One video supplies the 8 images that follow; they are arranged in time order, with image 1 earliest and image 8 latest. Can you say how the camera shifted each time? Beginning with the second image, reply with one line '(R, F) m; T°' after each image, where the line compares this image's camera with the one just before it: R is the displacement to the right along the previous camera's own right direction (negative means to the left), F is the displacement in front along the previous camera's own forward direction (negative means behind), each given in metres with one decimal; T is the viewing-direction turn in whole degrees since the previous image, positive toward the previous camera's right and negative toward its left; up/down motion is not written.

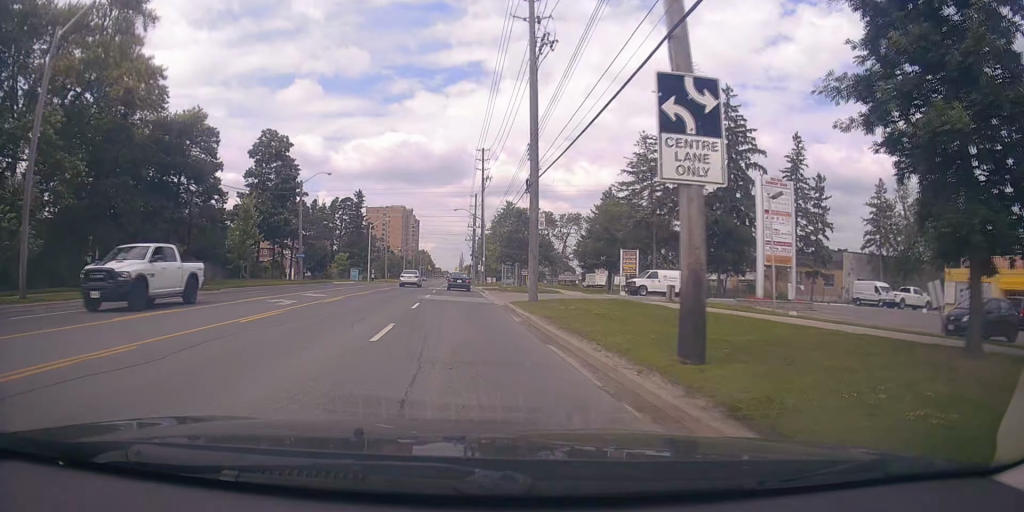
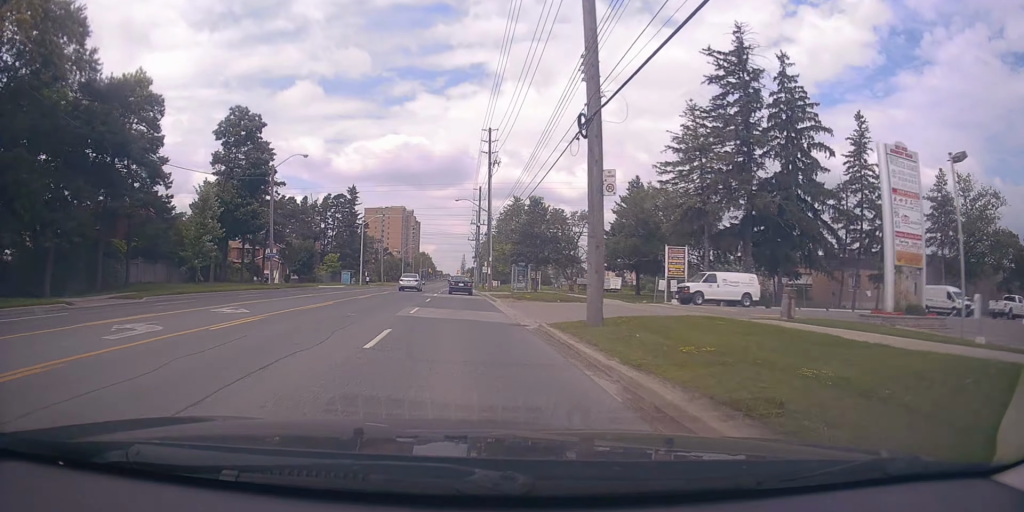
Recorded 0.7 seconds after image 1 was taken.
(0.0, +9.9) m; 0°
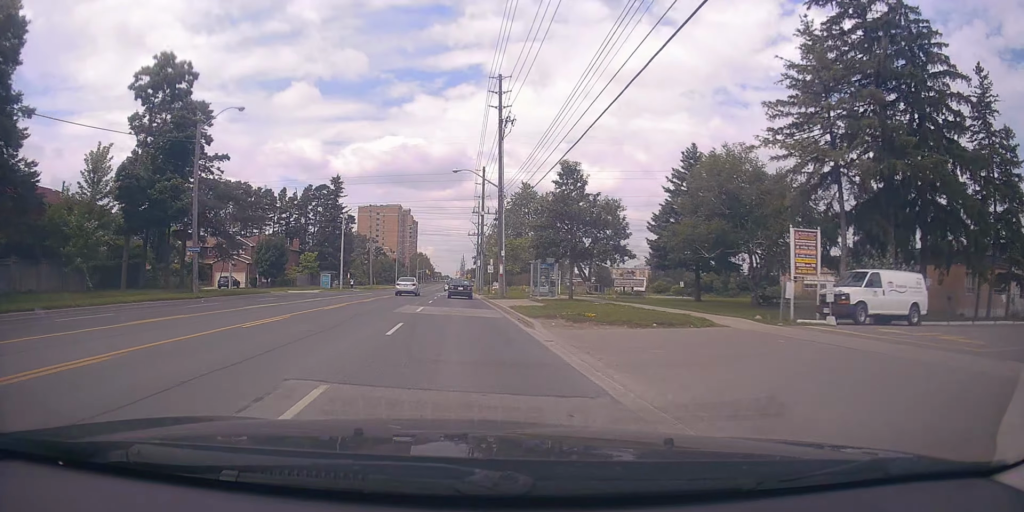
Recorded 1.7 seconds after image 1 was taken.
(0.0, +14.9) m; +1°
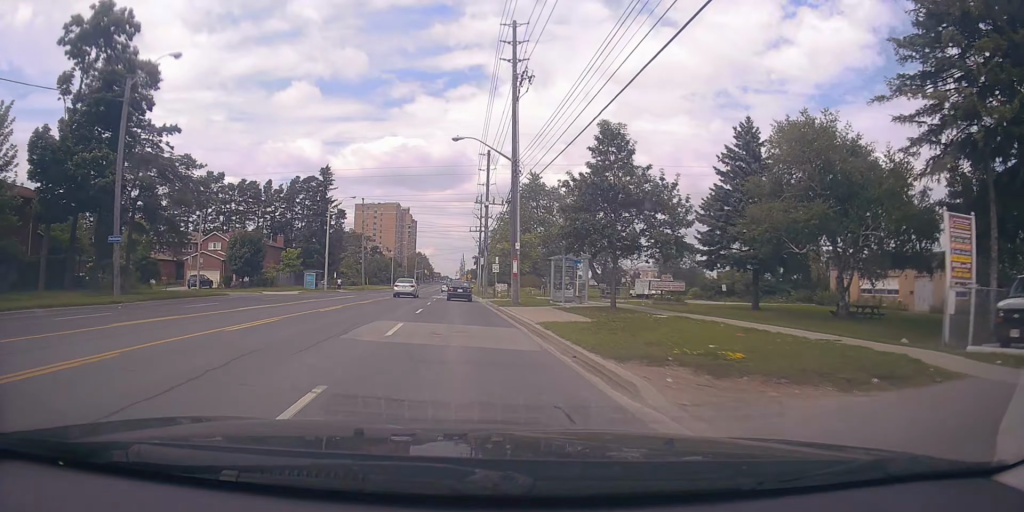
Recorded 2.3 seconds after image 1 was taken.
(-0.1, +9.0) m; +1°
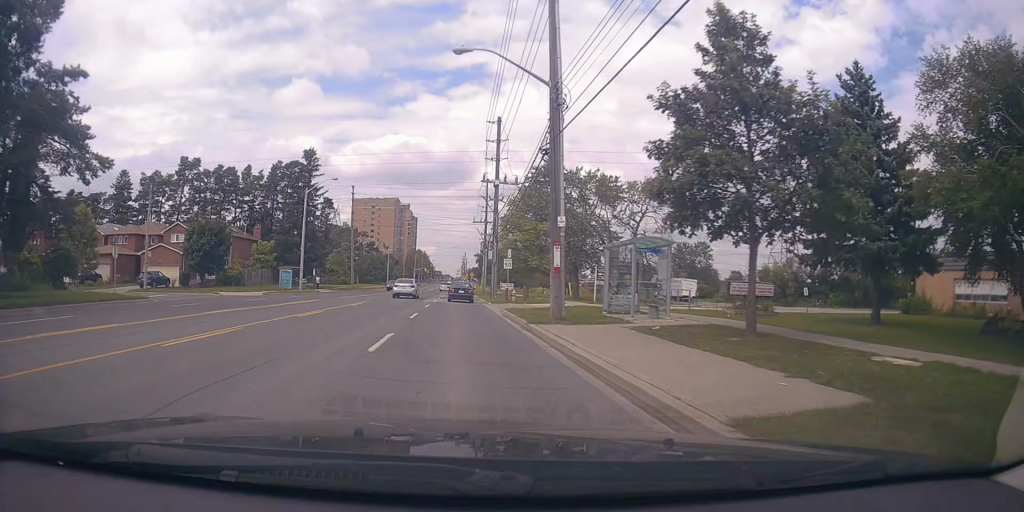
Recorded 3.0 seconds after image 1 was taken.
(+0.3, +11.4) m; -1°
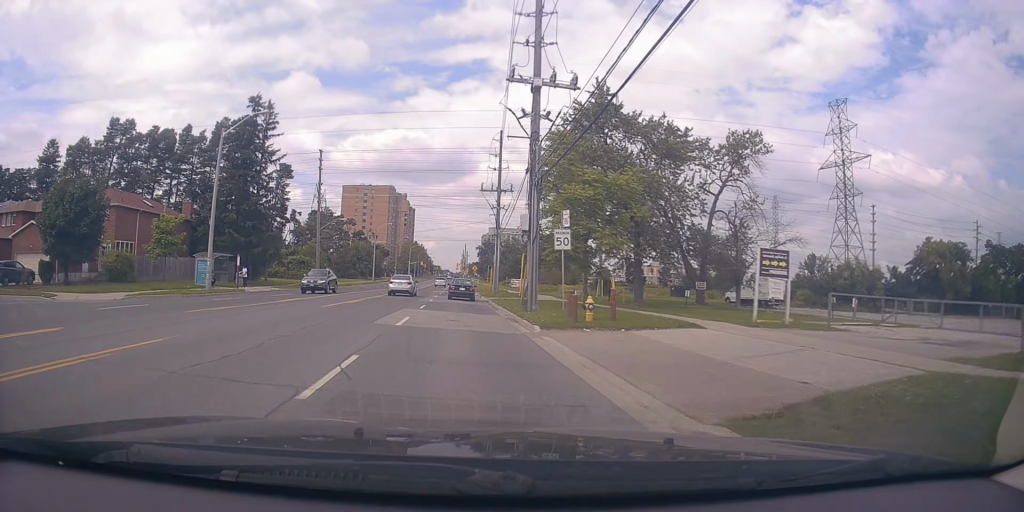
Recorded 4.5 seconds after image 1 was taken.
(-0.6, +21.9) m; 0°
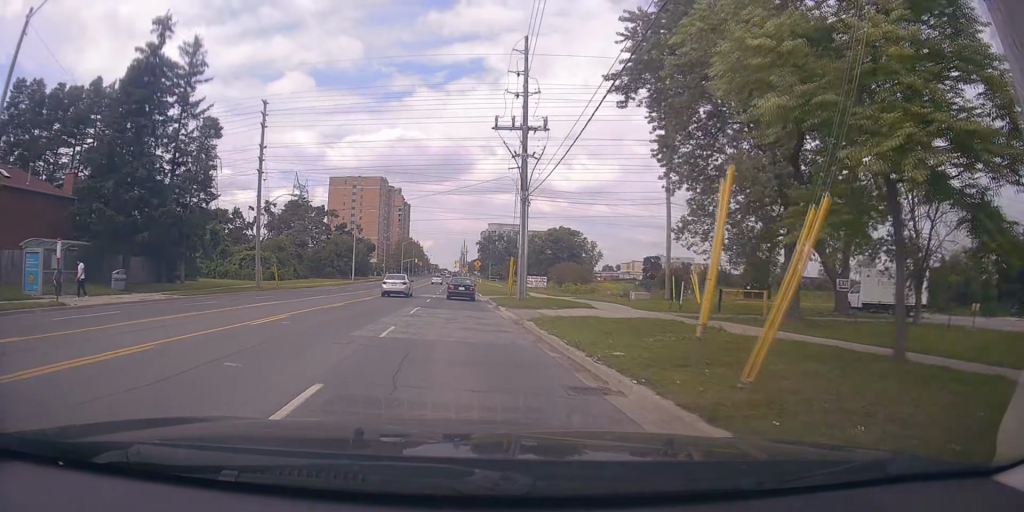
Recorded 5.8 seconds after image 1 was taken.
(+0.7, +19.9) m; +2°
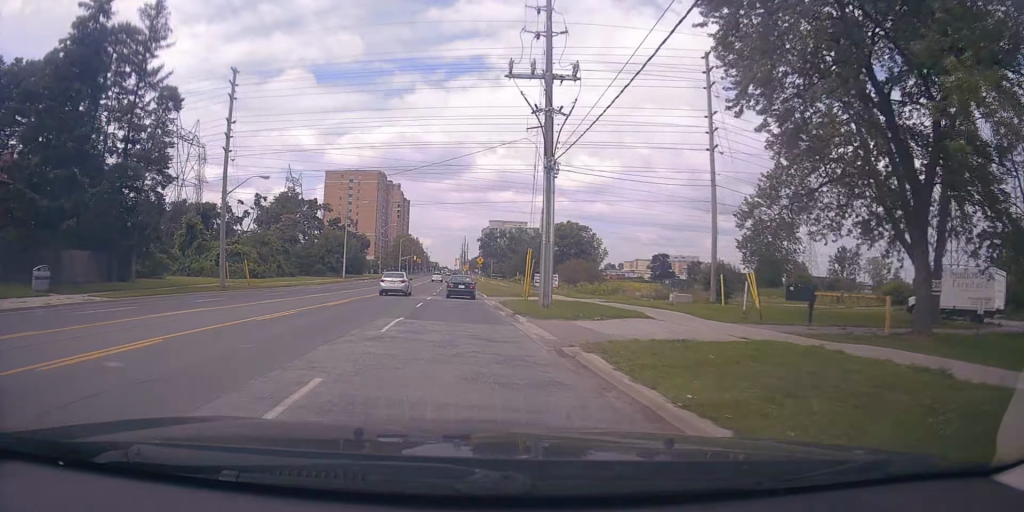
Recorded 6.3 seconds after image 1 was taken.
(+0.1, +7.5) m; 0°
